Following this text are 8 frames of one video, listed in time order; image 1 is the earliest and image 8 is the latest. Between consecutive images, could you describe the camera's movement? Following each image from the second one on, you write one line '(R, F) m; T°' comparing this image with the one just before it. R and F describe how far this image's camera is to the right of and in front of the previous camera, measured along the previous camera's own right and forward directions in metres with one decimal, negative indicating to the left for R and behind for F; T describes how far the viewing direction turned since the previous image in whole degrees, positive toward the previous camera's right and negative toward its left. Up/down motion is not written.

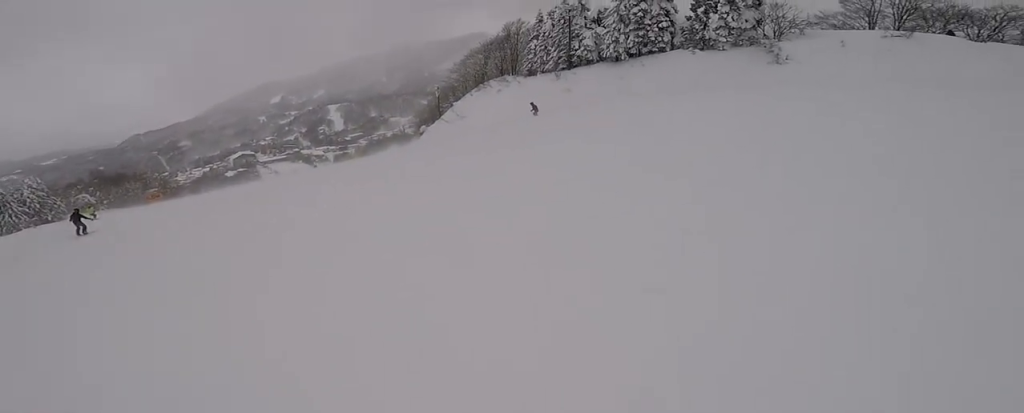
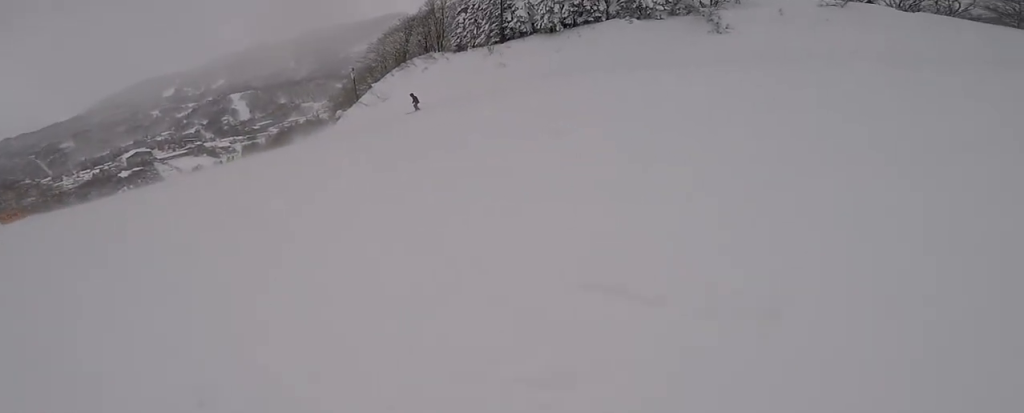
(+0.8, +3.2) m; +5°
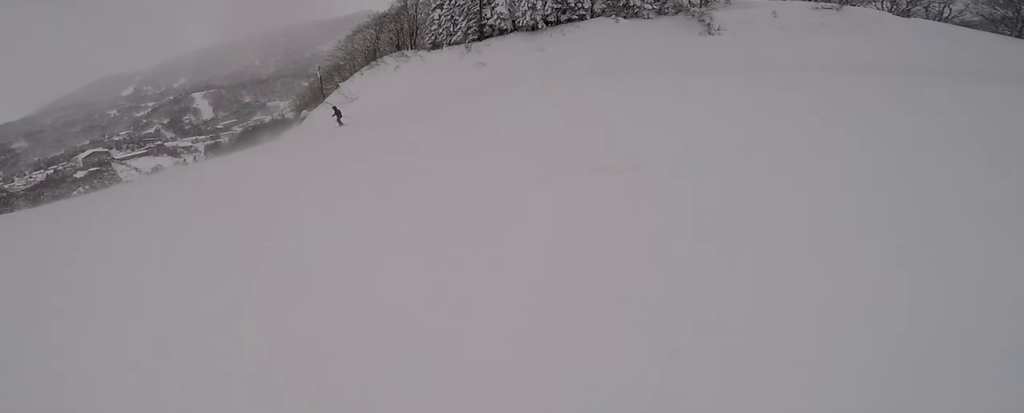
(-0.3, +1.9) m; -8°
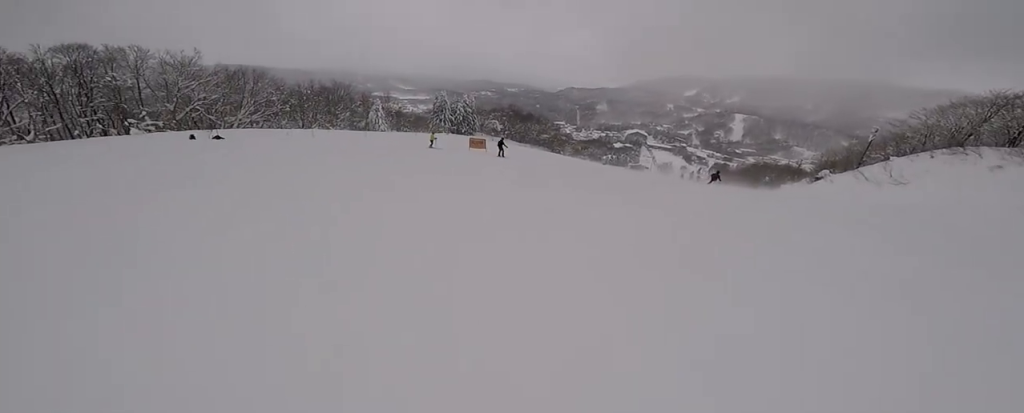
(-1.6, +8.2) m; -14°
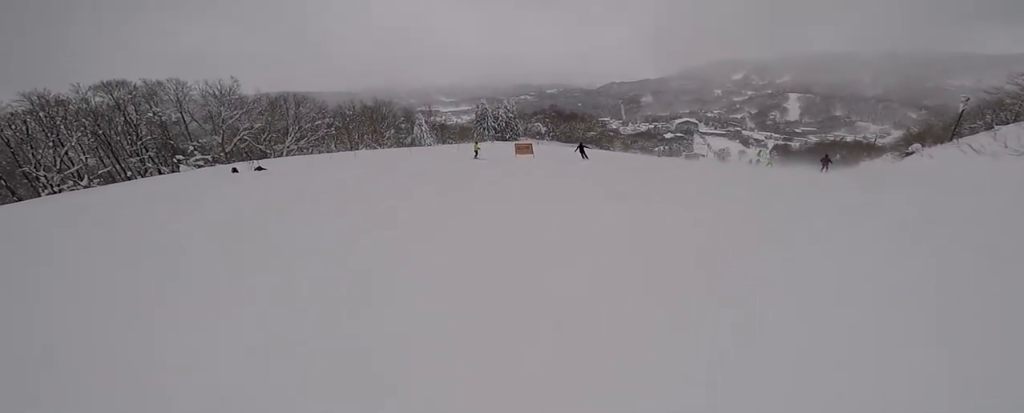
(0.0, +2.8) m; 0°
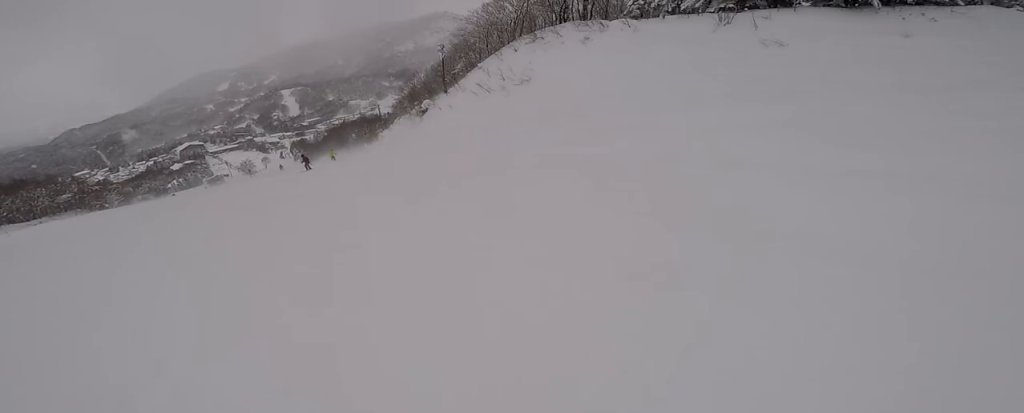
(+1.6, +10.2) m; +9°
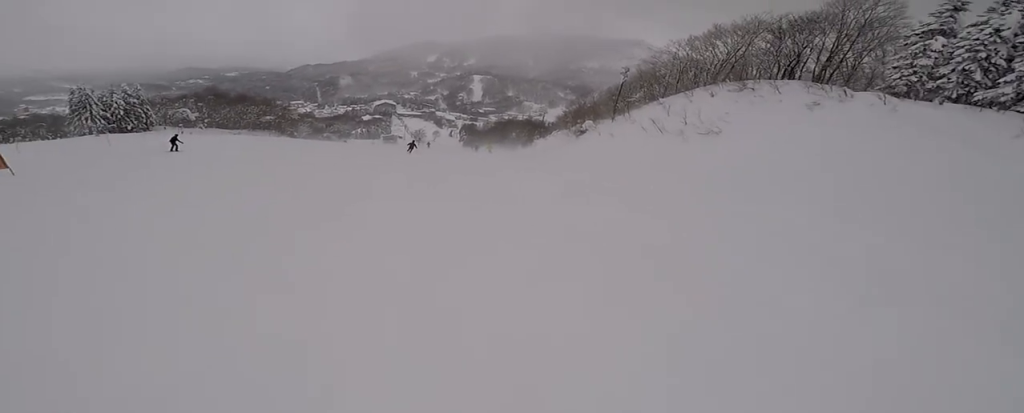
(-0.3, +3.8) m; -24°
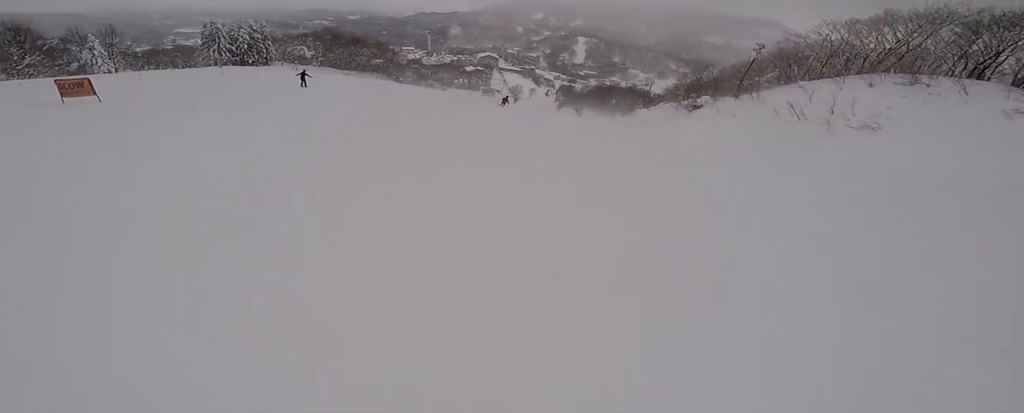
(-0.7, +2.4) m; -20°
